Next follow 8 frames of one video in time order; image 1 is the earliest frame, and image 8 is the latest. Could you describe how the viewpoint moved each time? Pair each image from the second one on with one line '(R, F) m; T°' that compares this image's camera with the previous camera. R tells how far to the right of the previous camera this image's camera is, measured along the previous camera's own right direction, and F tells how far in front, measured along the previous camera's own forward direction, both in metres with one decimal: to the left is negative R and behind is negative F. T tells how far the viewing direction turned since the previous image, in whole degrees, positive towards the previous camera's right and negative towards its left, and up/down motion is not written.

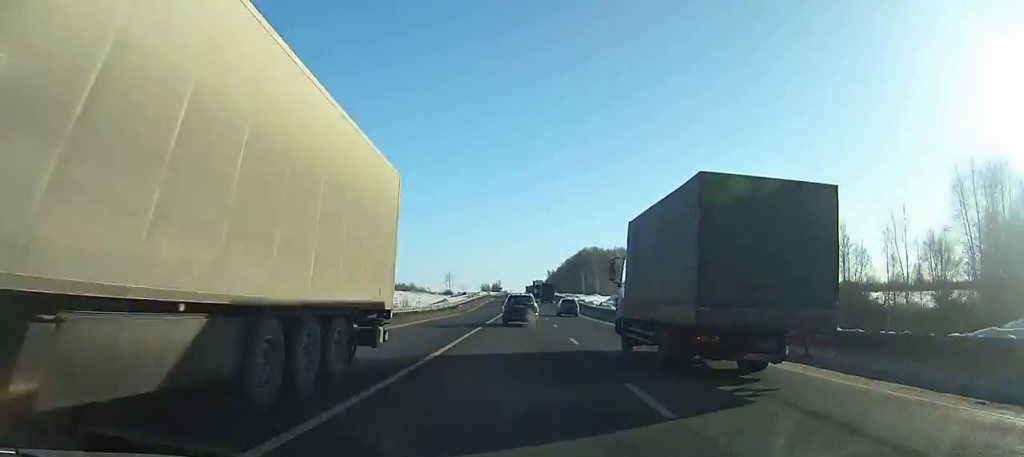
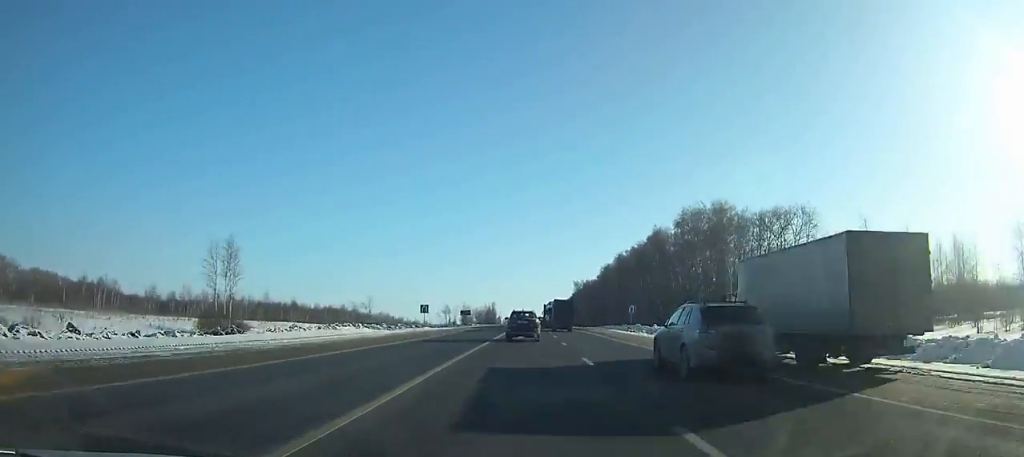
(-0.5, +198.9) m; 0°
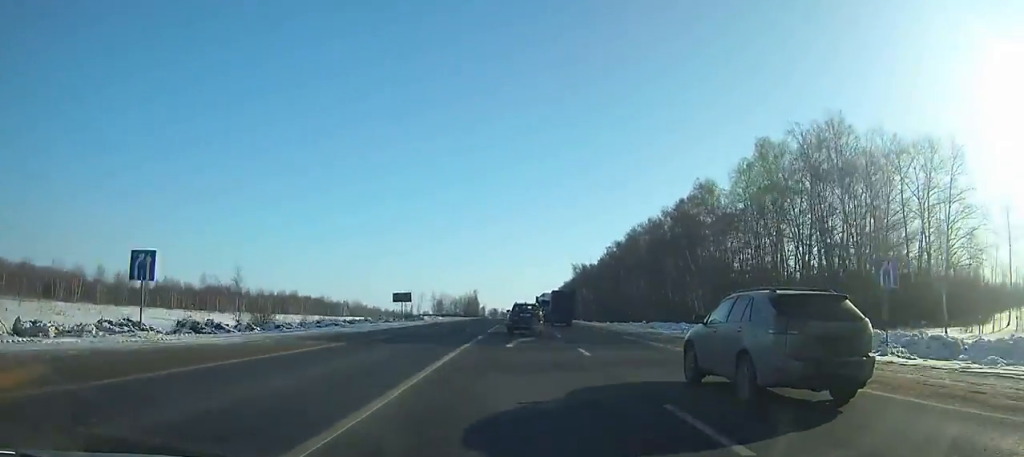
(-0.2, +44.1) m; +1°
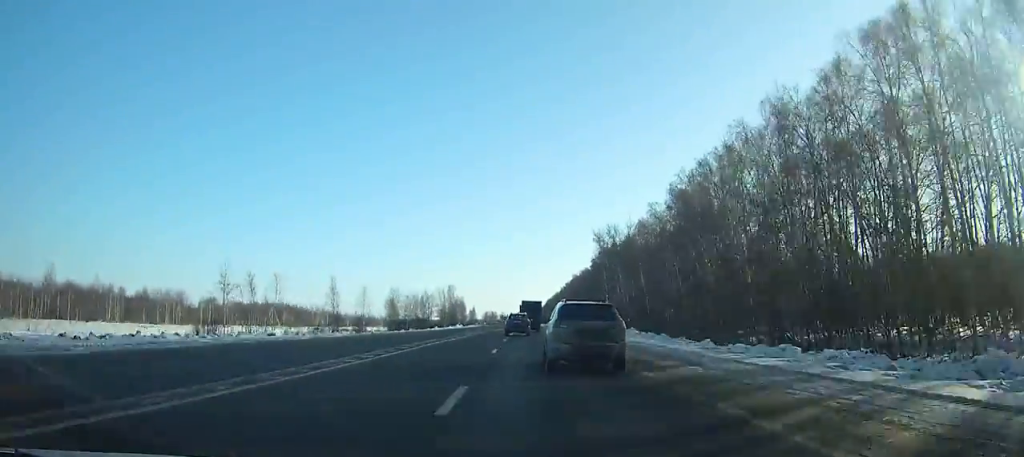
(+1.5, +88.4) m; 0°
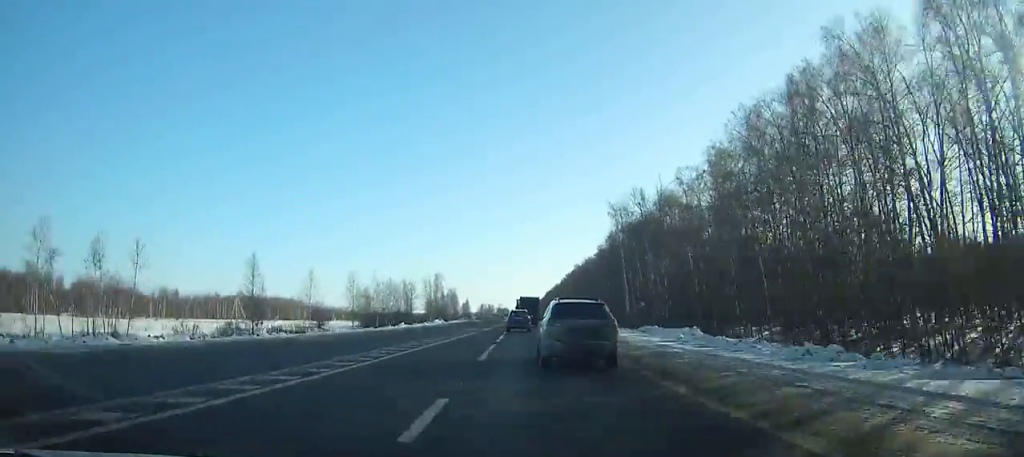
(-0.3, +25.7) m; 0°
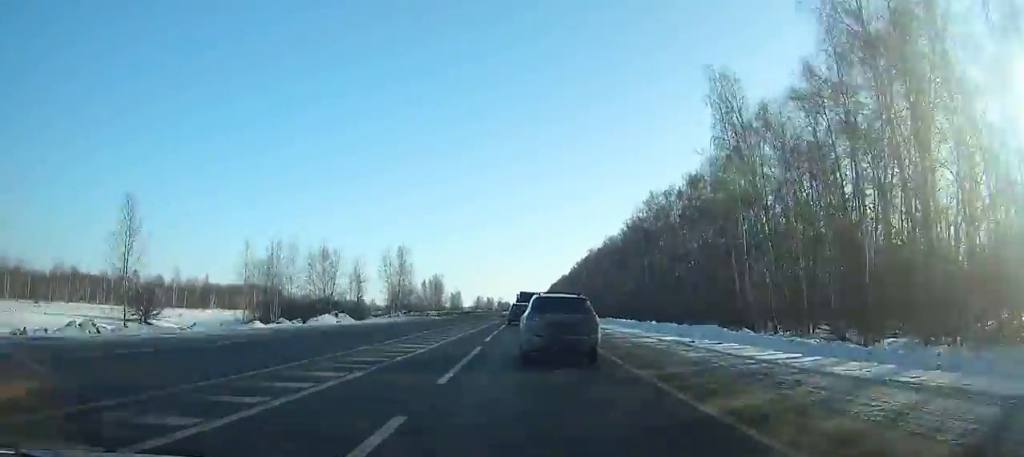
(-0.4, +52.8) m; 0°
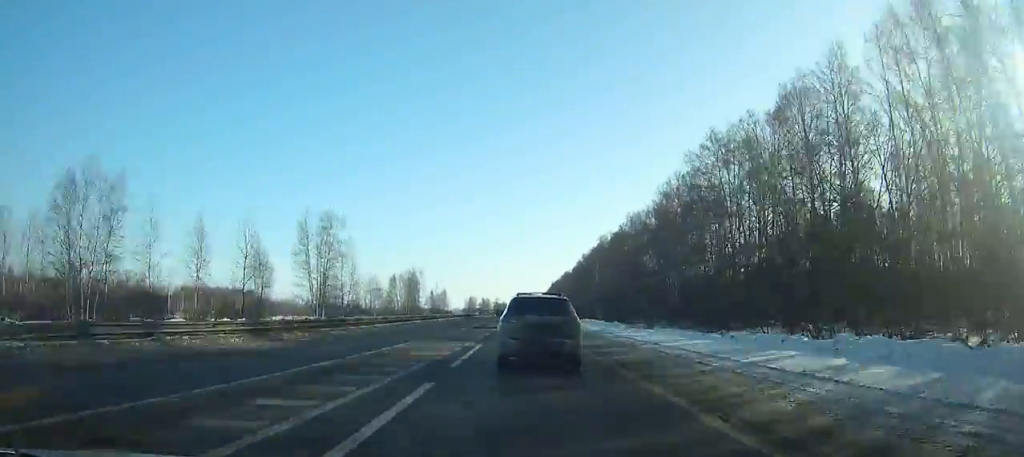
(0.0, +42.7) m; 0°
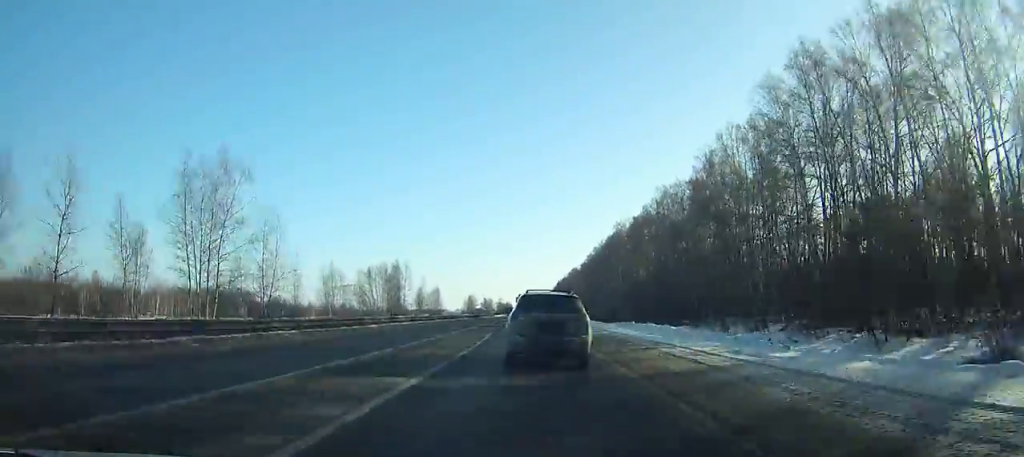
(0.0, +29.0) m; 0°
